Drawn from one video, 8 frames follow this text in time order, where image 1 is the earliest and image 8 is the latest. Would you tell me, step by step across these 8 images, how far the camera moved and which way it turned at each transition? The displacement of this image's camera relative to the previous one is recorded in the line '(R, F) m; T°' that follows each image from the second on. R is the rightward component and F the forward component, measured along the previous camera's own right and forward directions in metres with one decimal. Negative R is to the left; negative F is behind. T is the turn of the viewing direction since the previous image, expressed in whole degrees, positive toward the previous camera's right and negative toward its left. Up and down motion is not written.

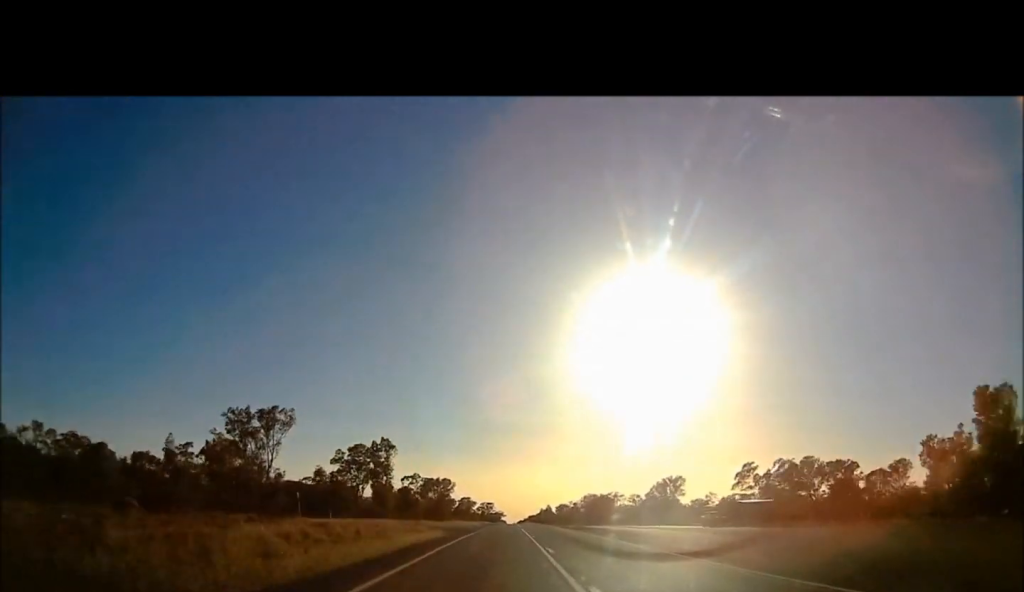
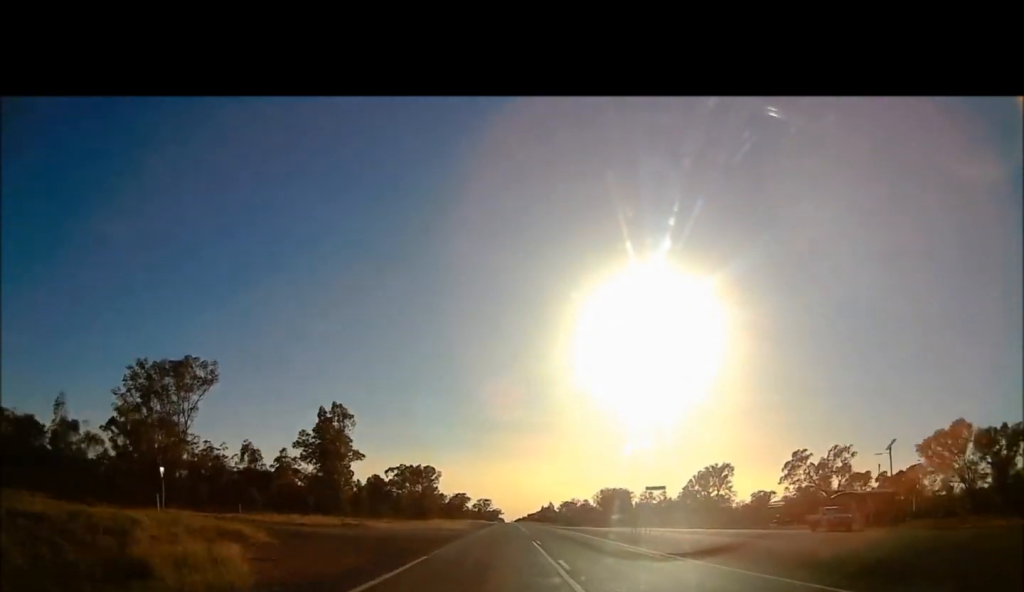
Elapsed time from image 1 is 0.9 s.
(+0.1, +29.0) m; 0°
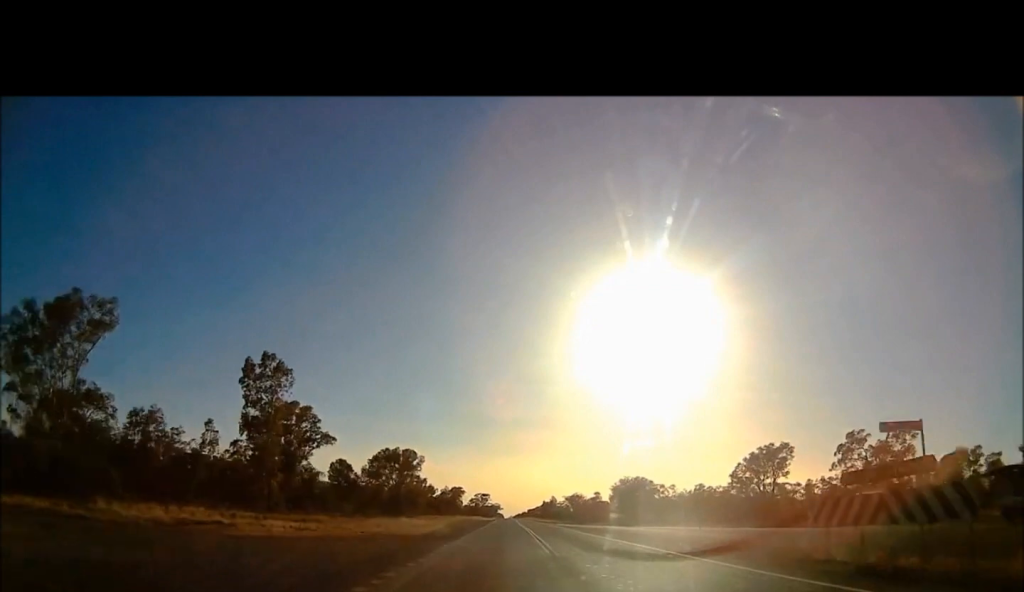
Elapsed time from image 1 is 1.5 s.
(0.0, +22.2) m; 0°
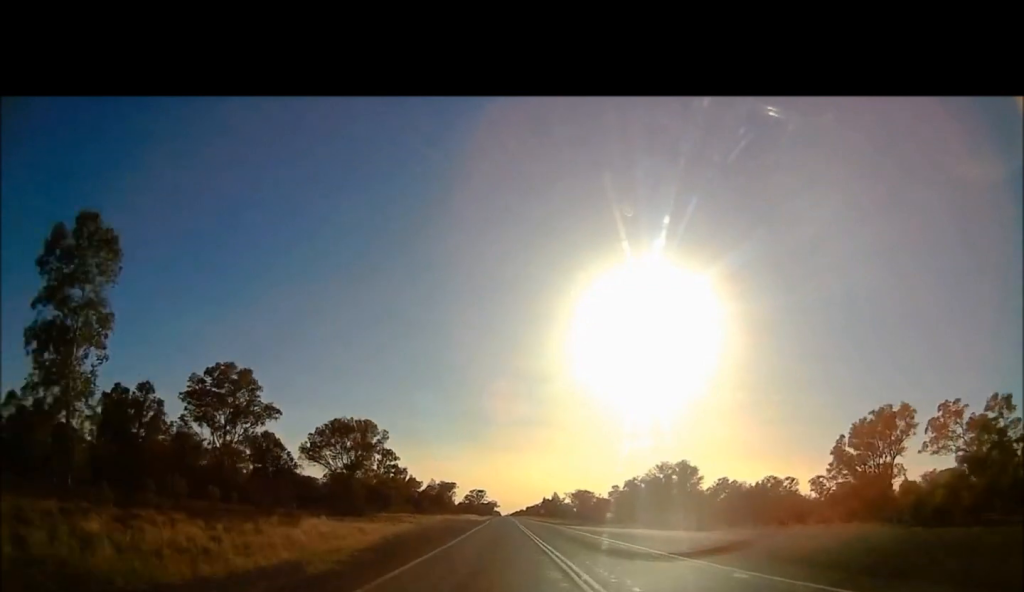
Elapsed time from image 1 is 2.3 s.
(-0.1, +26.5) m; -1°
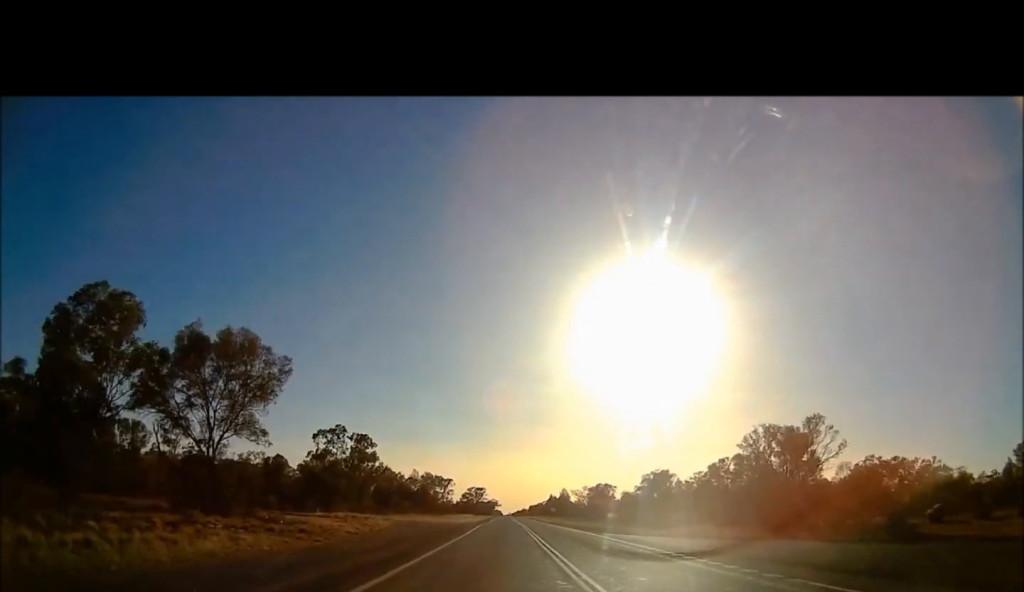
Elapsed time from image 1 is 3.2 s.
(-0.4, +29.8) m; -1°
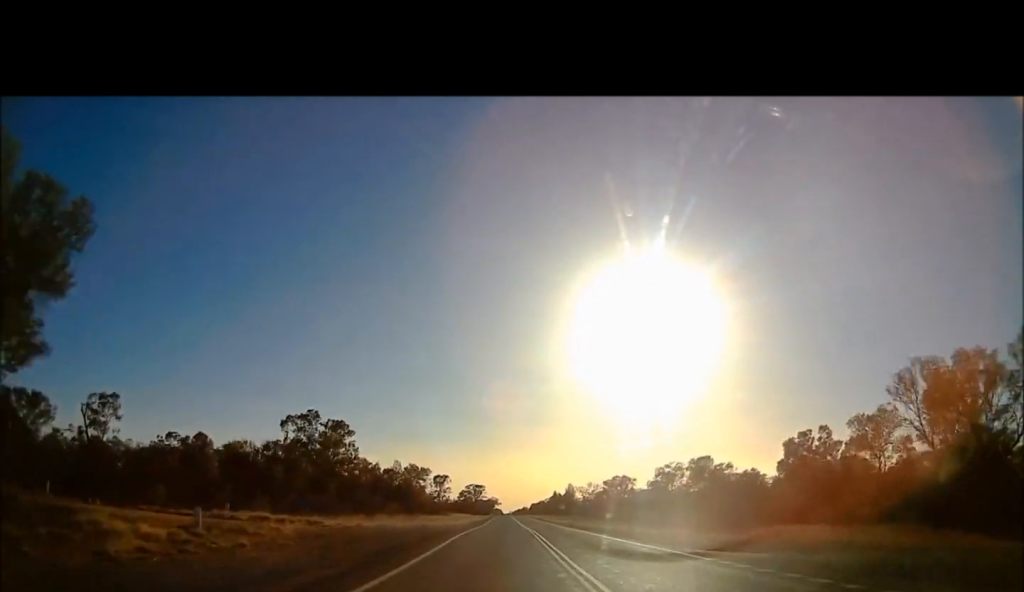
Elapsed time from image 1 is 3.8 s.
(-0.2, +20.0) m; 0°
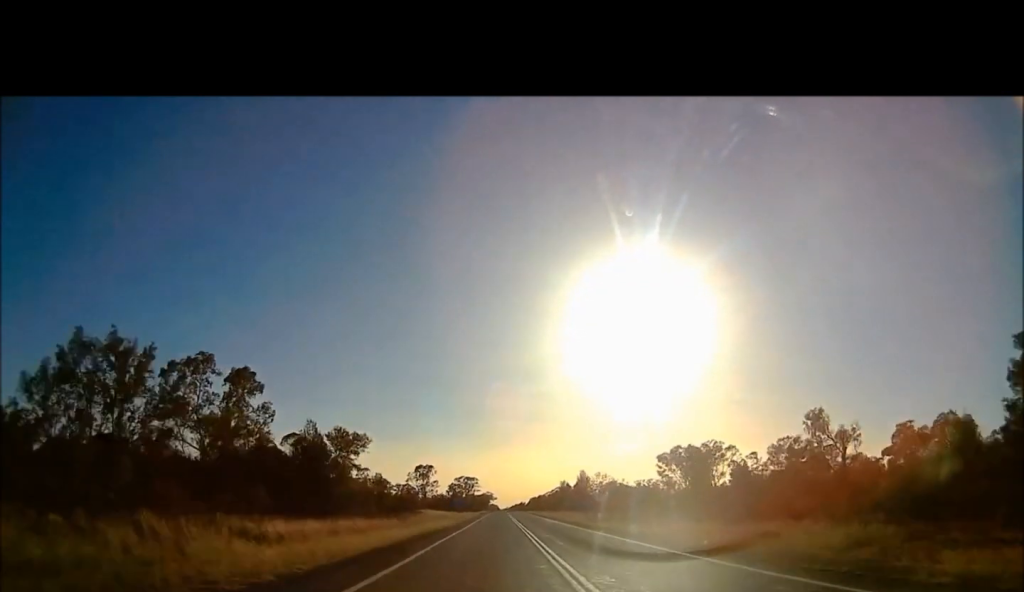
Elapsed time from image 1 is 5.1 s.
(+0.6, +43.5) m; +2°
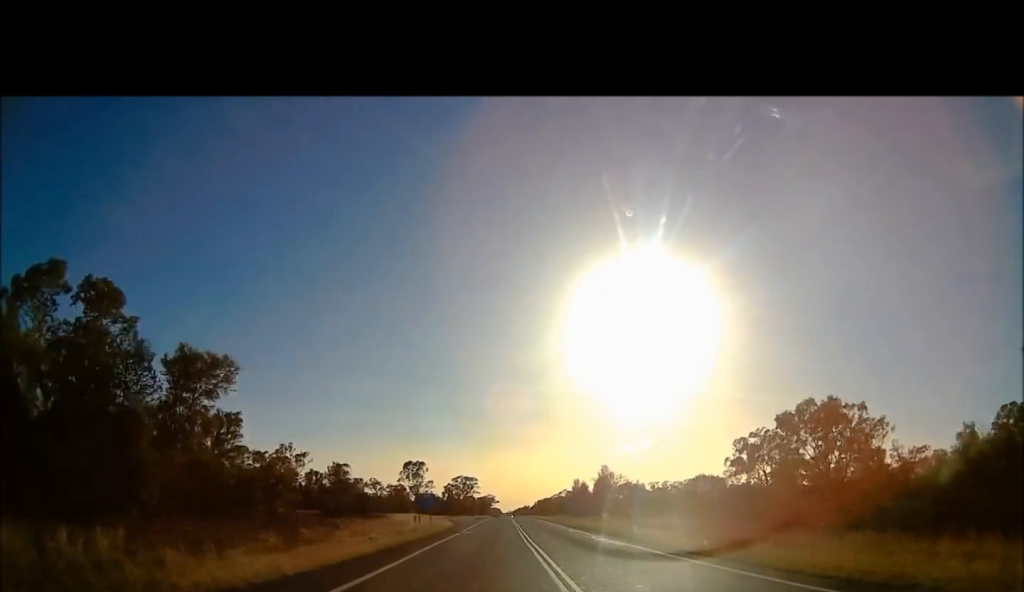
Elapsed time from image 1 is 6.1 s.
(+0.4, +31.4) m; +1°
